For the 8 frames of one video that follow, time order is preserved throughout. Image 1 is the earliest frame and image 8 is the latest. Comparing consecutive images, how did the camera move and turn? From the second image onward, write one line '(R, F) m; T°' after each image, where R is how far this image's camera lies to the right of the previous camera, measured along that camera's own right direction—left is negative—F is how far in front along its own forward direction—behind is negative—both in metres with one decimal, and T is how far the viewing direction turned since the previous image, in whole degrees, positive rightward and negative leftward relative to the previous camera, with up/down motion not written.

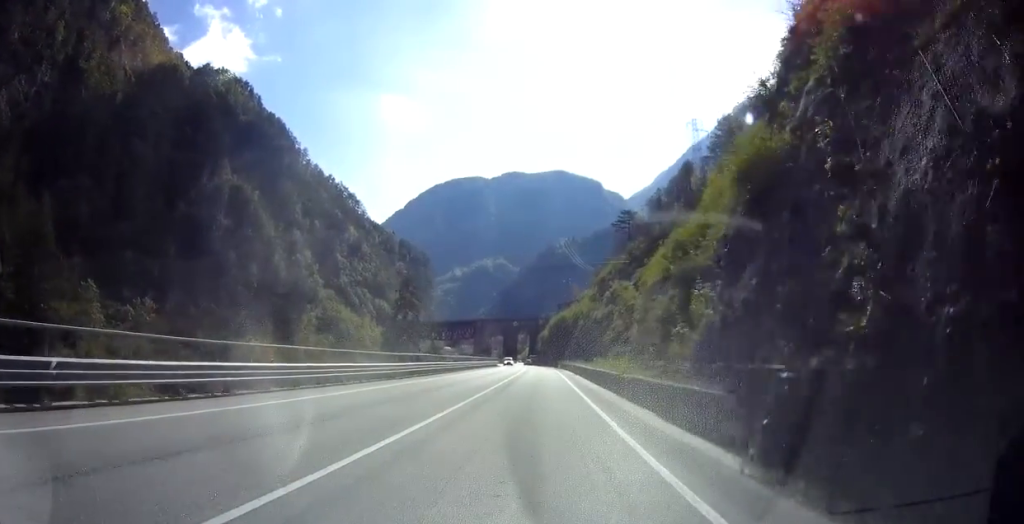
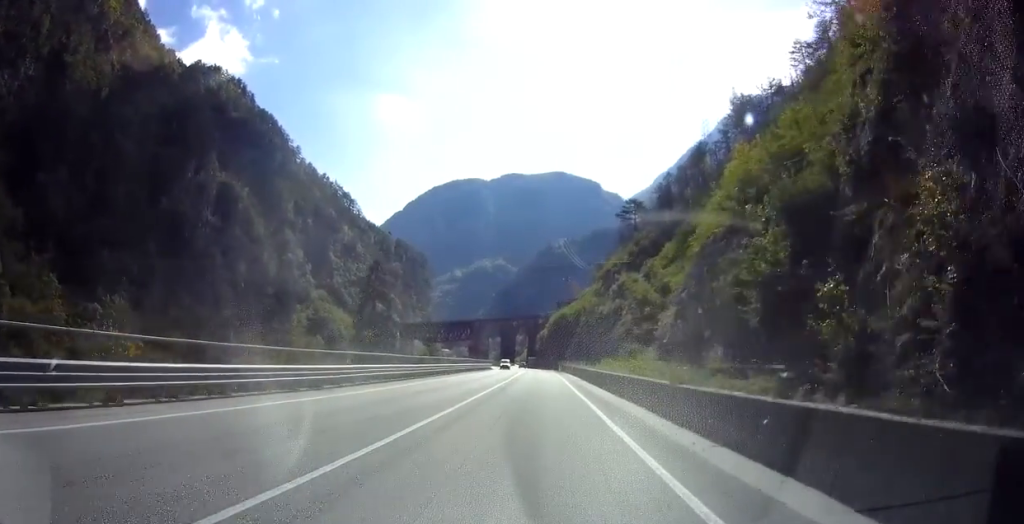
(+0.2, +11.3) m; +1°
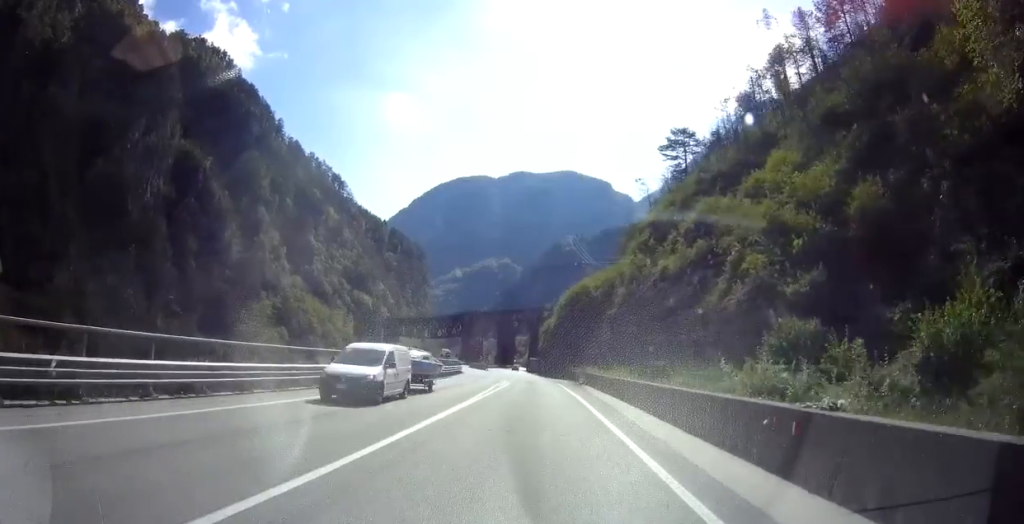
(-0.3, +44.5) m; -2°
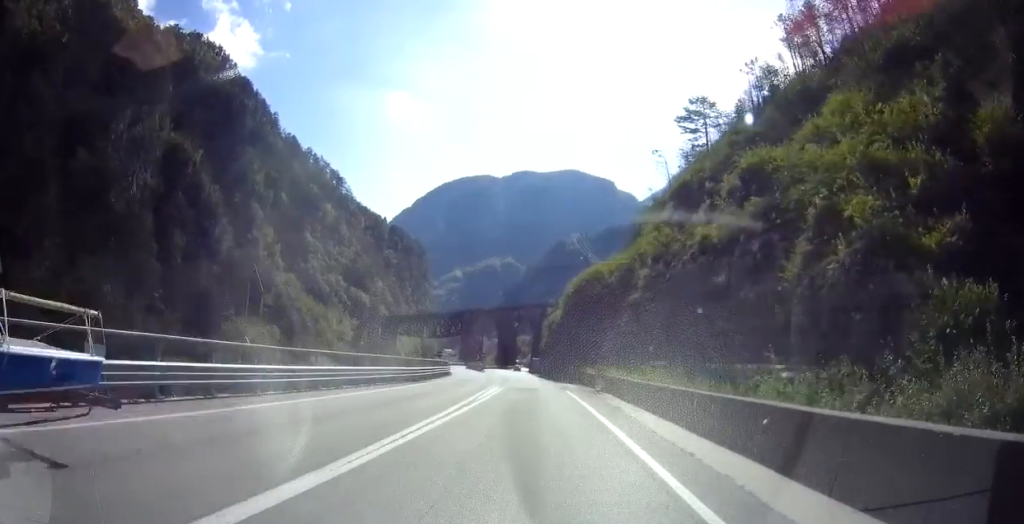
(-0.1, +12.0) m; -1°
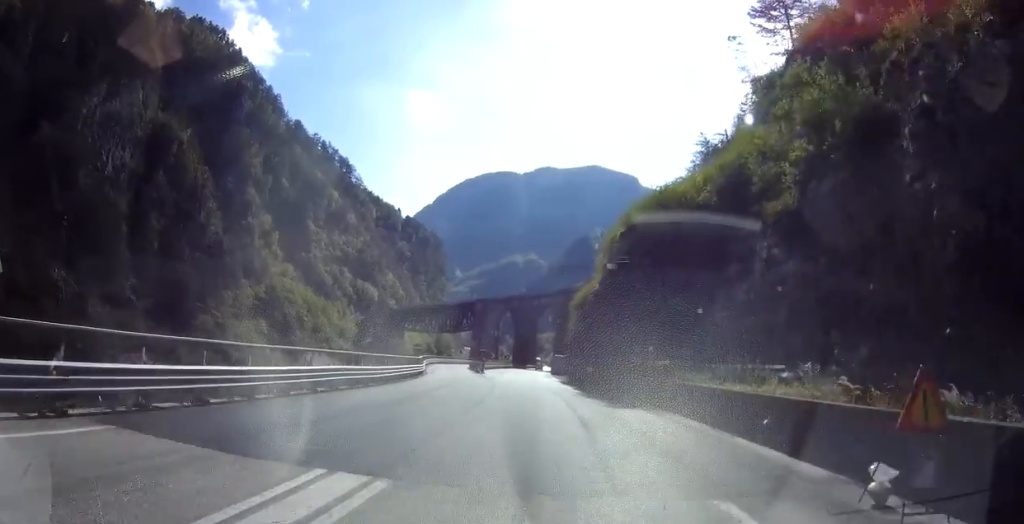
(-0.5, +26.7) m; -3°
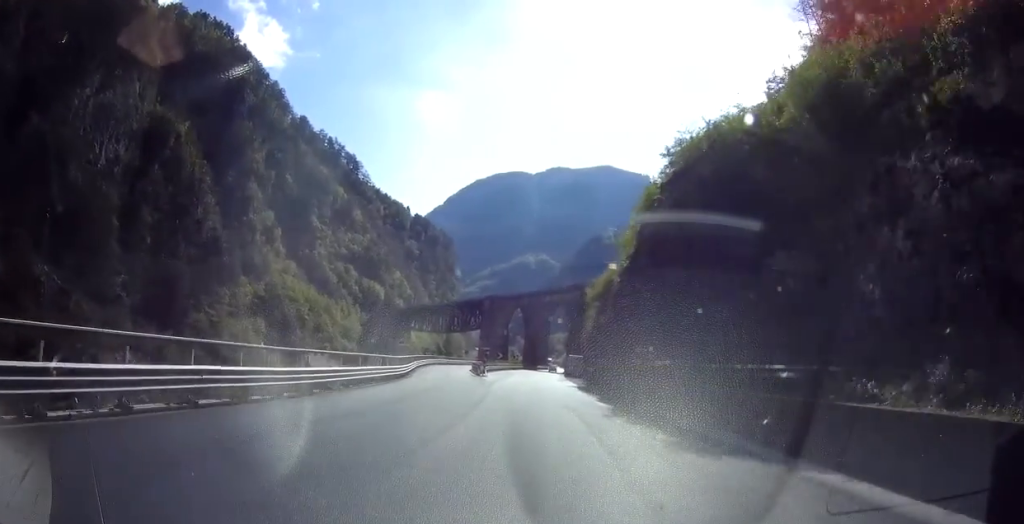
(-0.3, +9.6) m; -1°
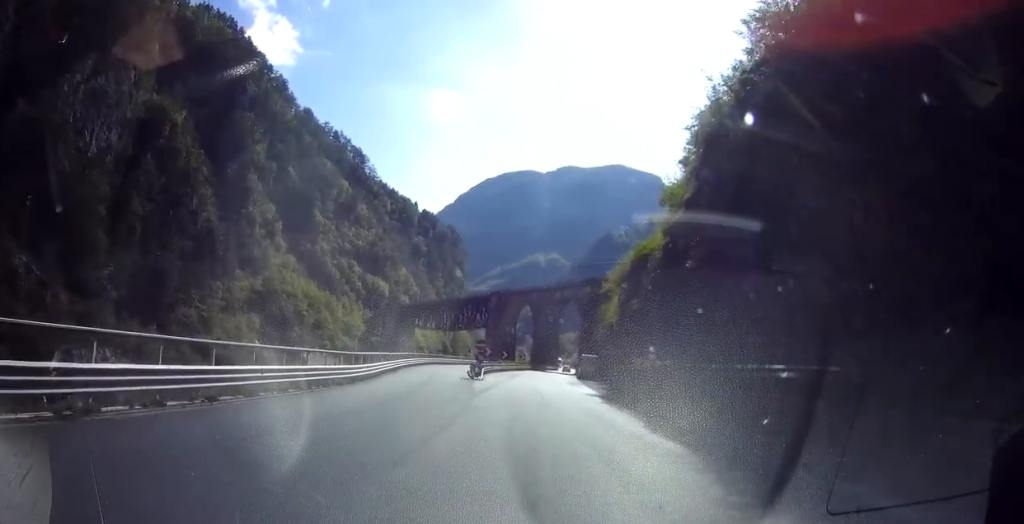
(-0.1, +10.3) m; -1°
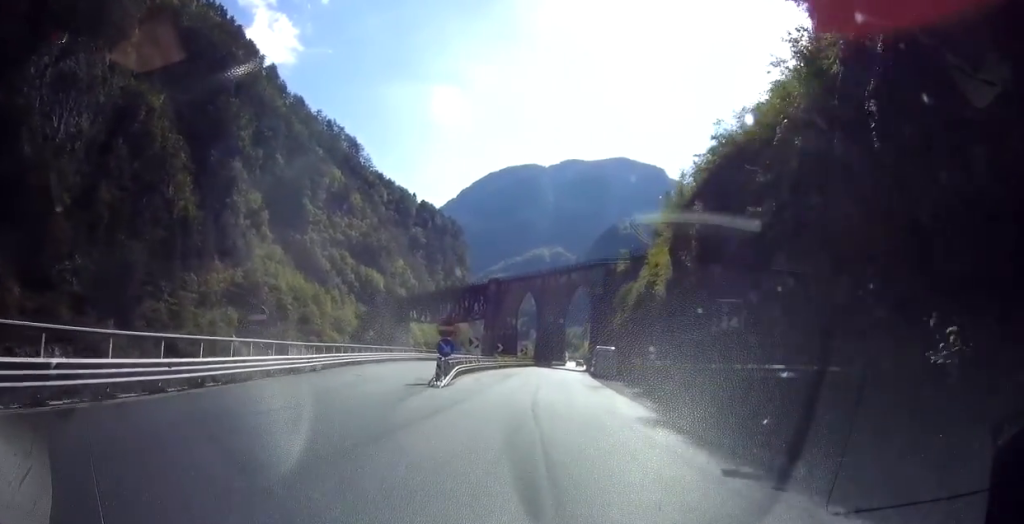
(-0.3, +16.5) m; +2°
